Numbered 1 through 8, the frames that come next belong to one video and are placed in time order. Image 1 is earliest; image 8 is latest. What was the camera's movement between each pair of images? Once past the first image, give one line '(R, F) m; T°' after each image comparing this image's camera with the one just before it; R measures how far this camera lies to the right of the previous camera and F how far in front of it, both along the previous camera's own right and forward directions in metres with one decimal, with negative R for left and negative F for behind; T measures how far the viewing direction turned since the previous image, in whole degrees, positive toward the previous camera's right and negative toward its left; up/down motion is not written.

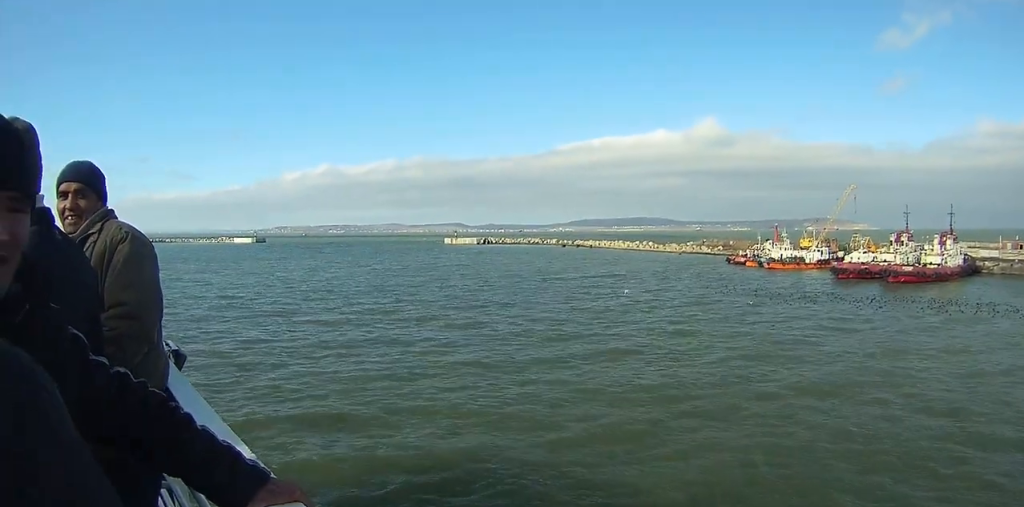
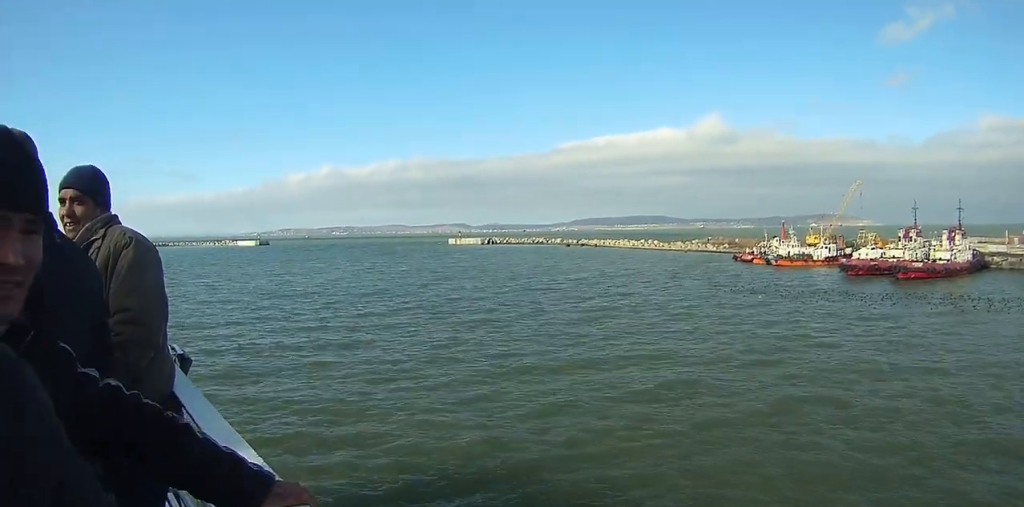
(0.0, +1.3) m; -1°
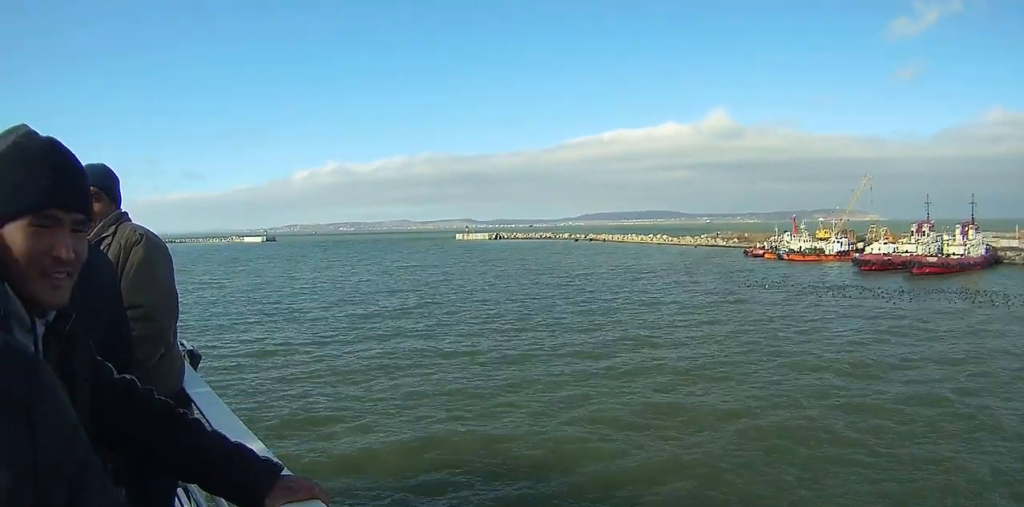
(0.0, +1.5) m; -1°
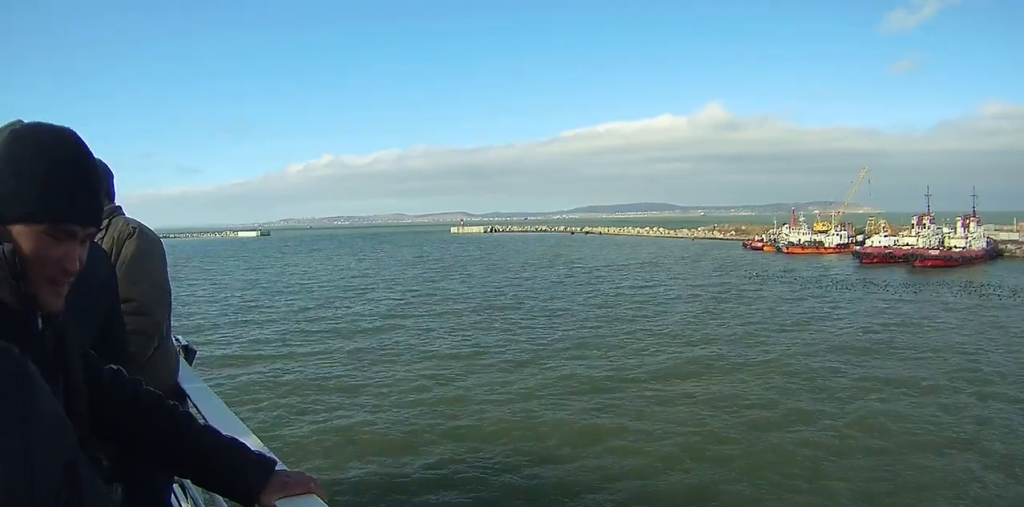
(0.0, +1.5) m; -1°
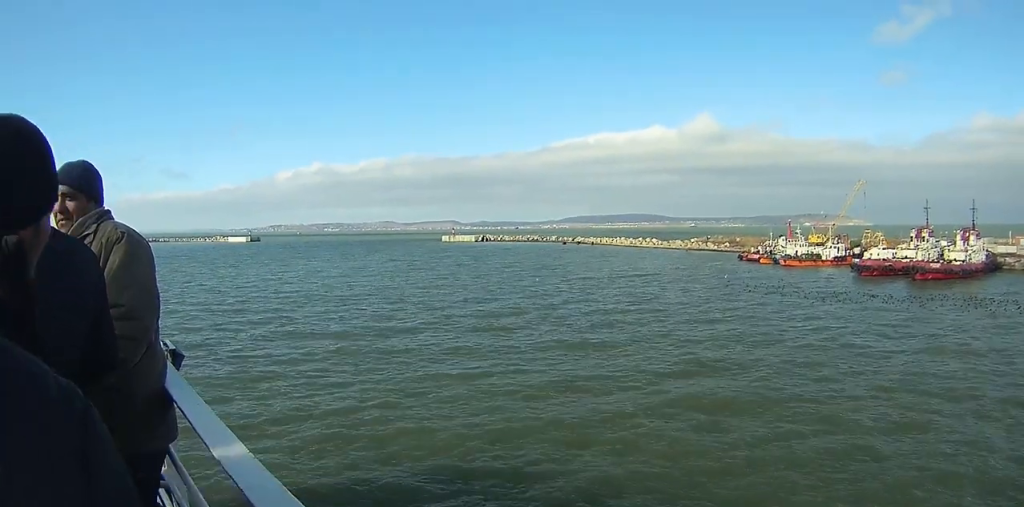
(0.0, +2.1) m; 0°
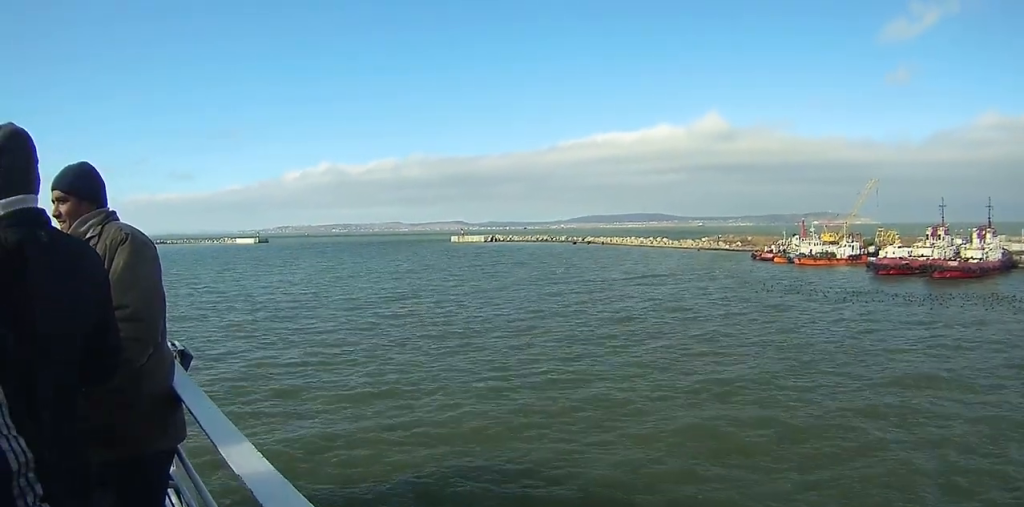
(0.0, +1.8) m; 0°
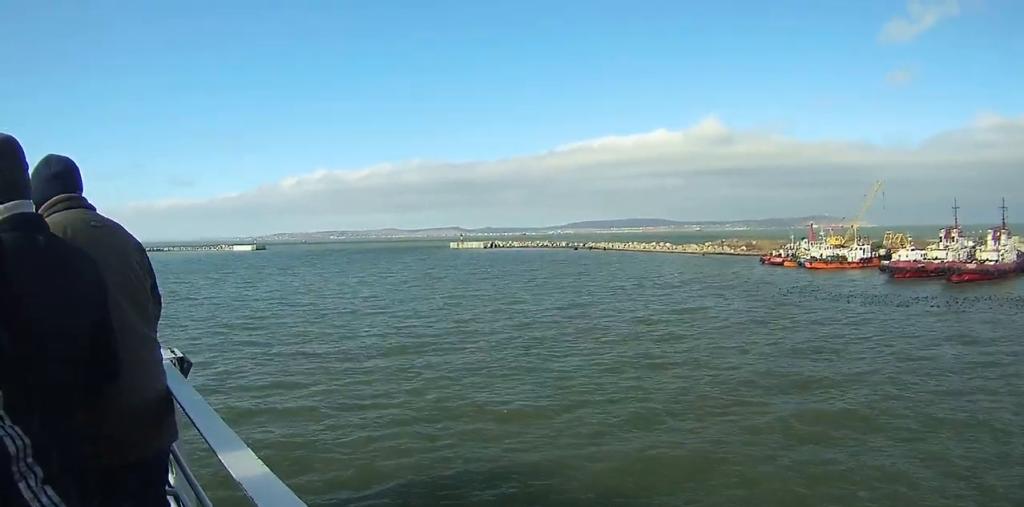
(0.0, +3.6) m; 0°
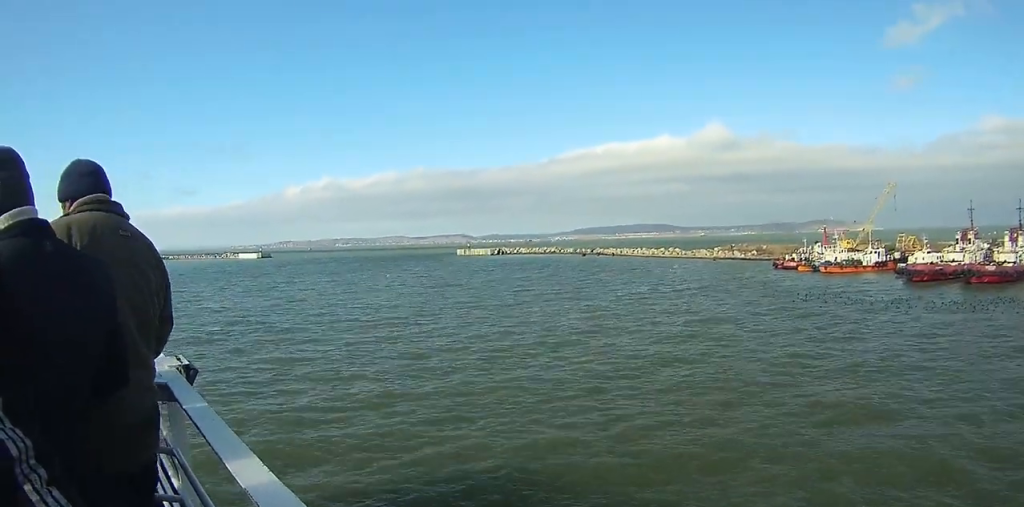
(0.0, +2.4) m; 0°
